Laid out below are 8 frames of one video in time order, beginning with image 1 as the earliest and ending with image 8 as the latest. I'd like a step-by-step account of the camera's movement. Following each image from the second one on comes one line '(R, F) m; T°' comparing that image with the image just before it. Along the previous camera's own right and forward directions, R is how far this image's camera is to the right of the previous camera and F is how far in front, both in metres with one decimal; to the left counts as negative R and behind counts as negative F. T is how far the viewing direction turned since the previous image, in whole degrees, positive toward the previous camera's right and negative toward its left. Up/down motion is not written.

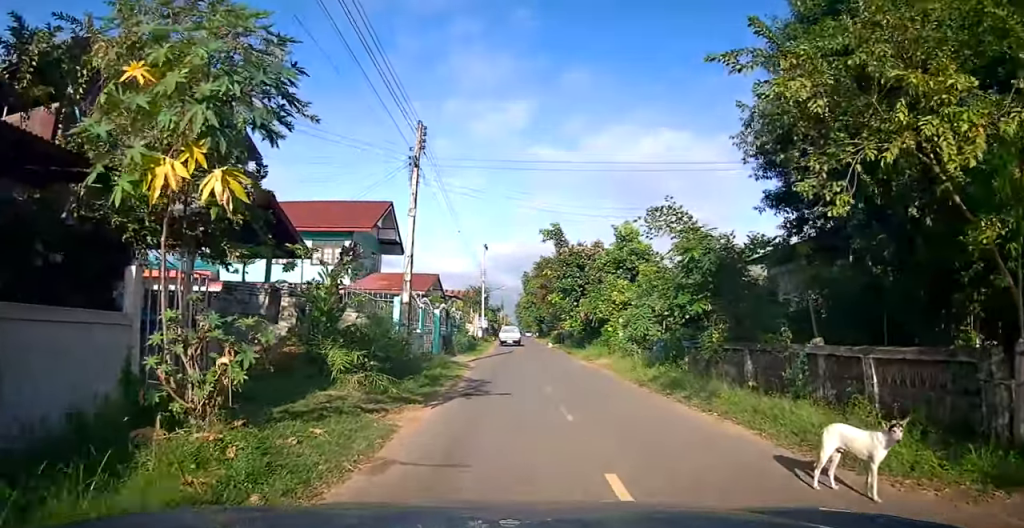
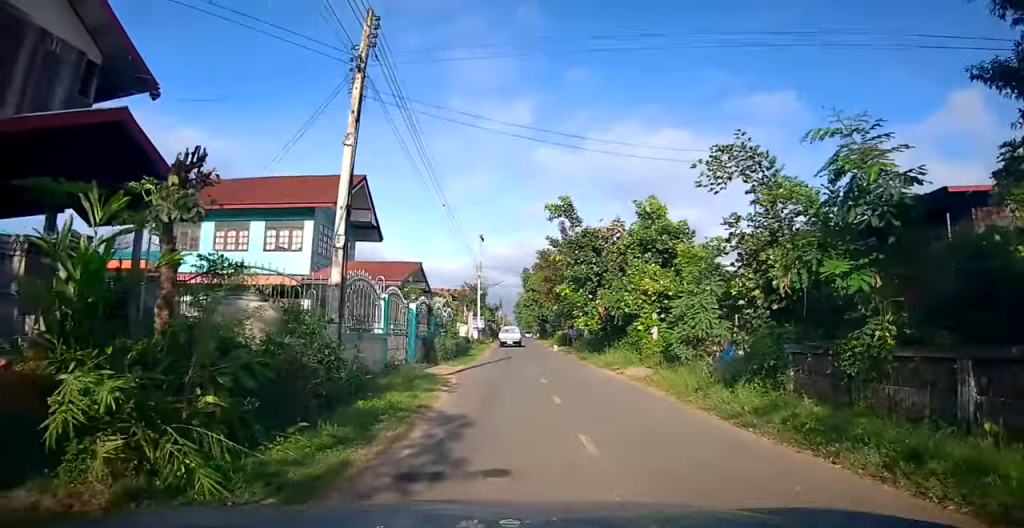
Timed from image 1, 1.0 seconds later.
(+0.1, +6.0) m; +1°
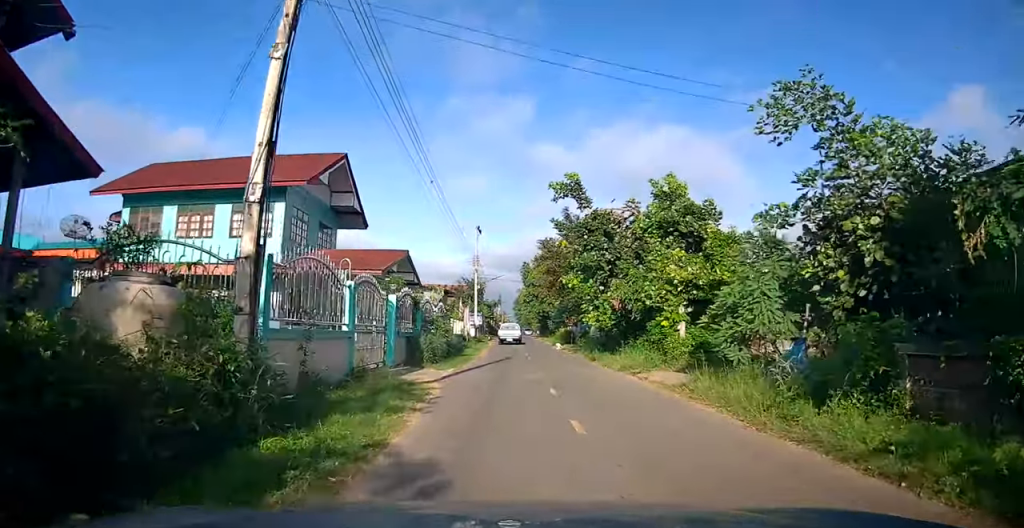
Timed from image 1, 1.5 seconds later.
(0.0, +3.3) m; 0°
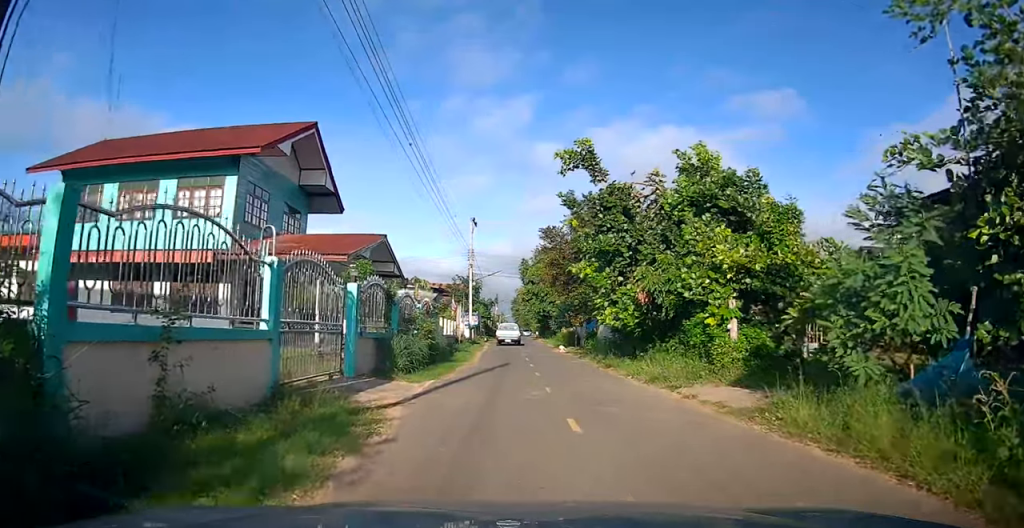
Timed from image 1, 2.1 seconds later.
(+0.1, +4.0) m; -1°
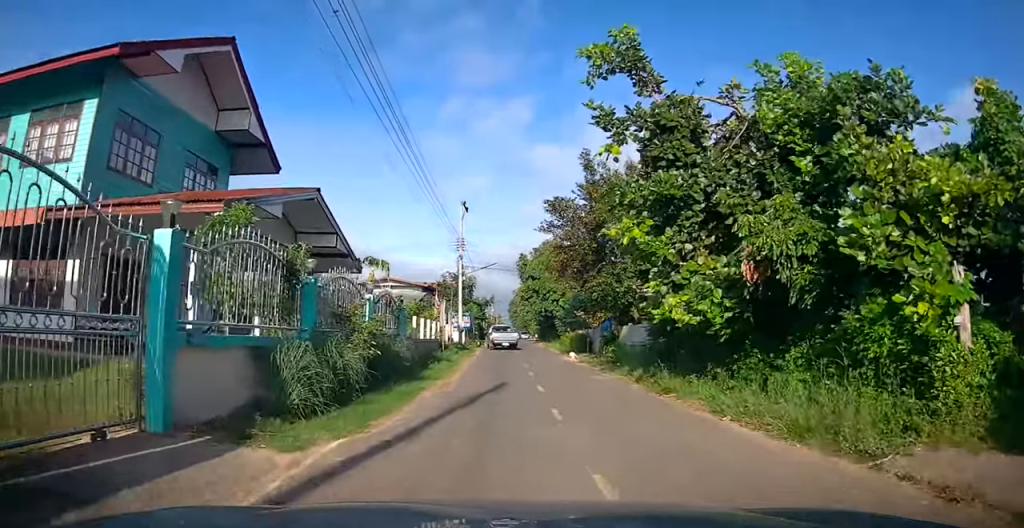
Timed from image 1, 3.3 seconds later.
(-0.3, +7.3) m; 0°
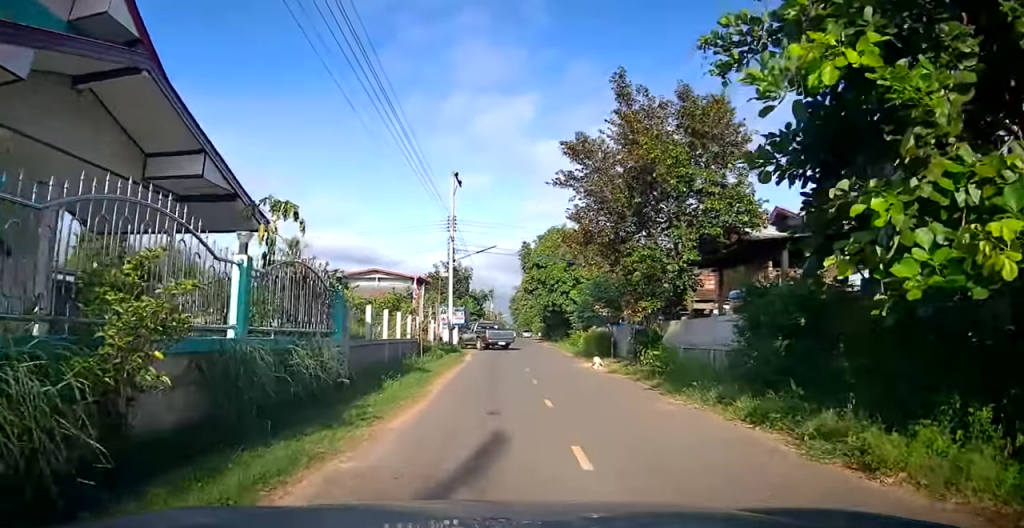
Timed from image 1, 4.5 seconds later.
(+0.2, +7.3) m; 0°
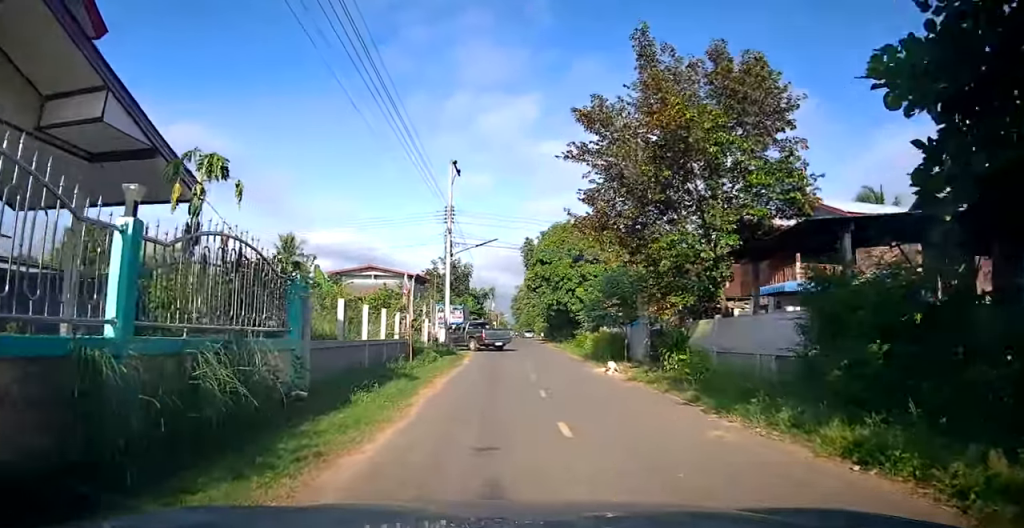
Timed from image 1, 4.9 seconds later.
(-0.1, +2.6) m; -1°
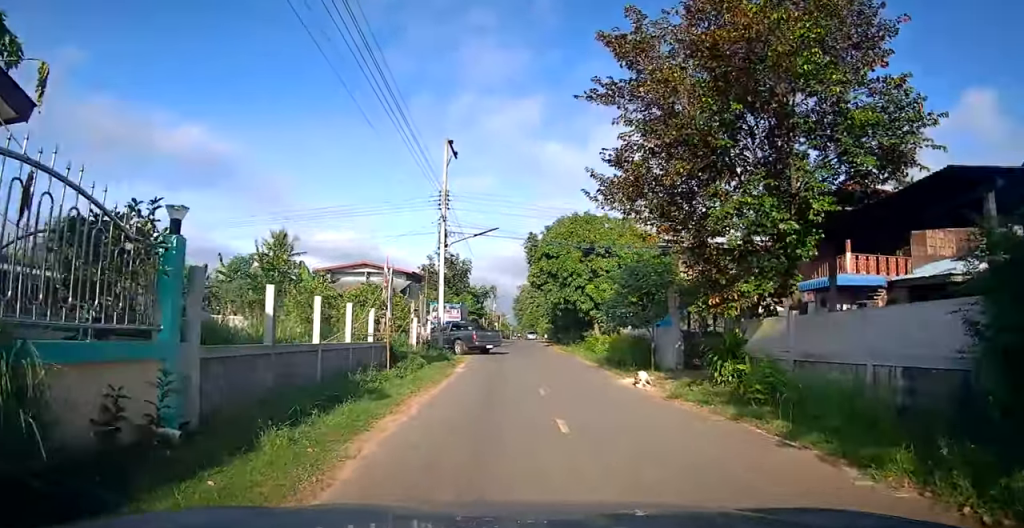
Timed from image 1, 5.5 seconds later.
(0.0, +3.8) m; -1°
